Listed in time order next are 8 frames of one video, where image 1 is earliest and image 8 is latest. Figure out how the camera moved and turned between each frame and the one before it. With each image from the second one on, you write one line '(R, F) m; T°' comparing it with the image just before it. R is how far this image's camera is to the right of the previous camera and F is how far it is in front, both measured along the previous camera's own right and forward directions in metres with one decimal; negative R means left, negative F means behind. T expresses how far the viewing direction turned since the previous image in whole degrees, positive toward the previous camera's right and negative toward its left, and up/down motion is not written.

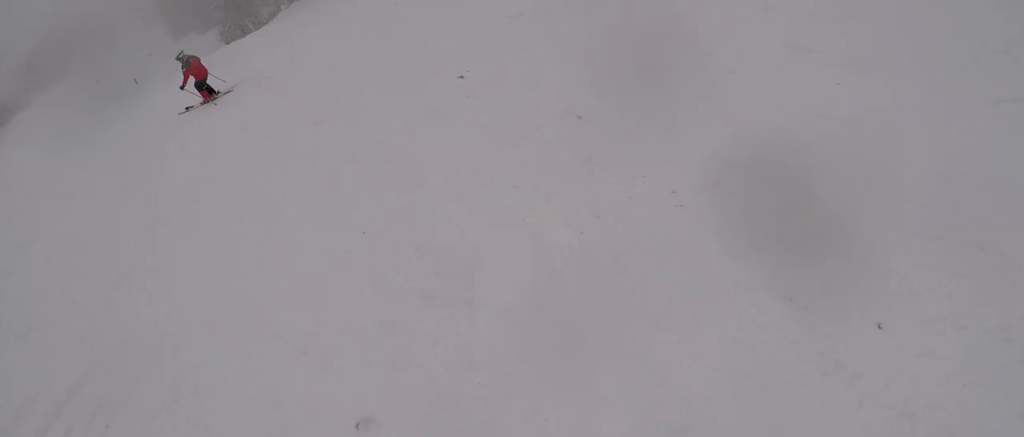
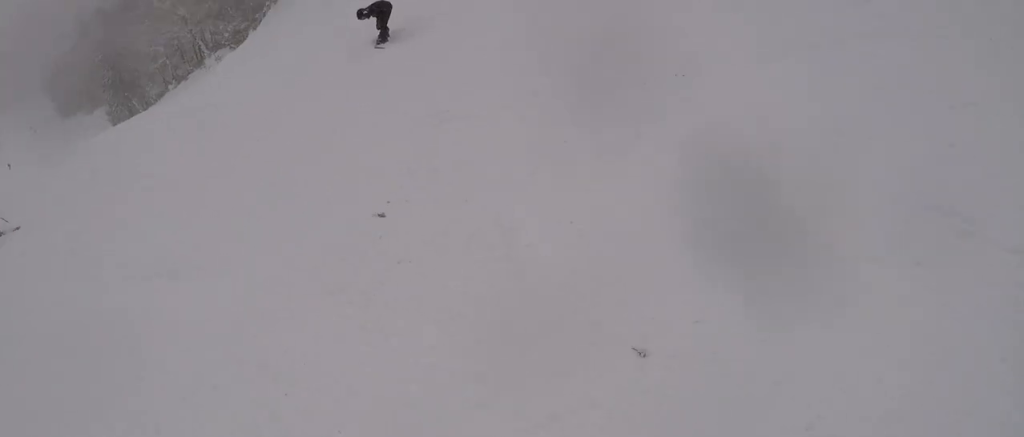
(+0.3, +2.1) m; 0°
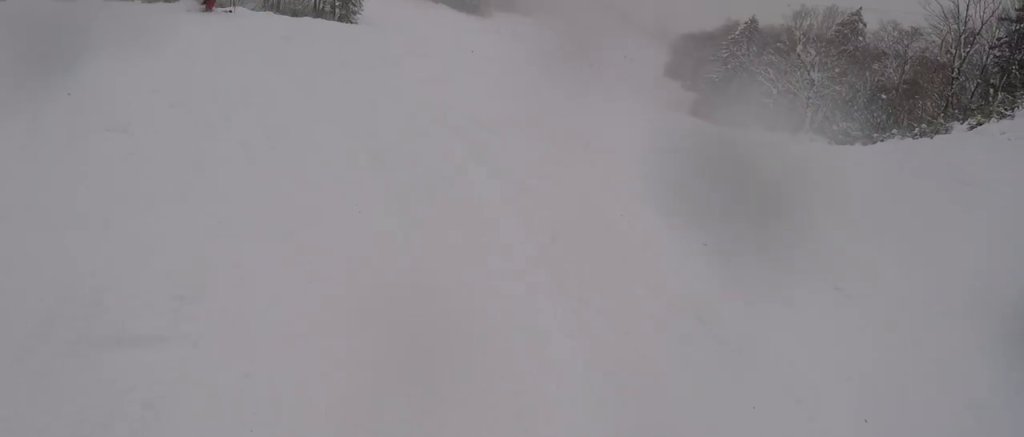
(-1.5, +6.4) m; -35°
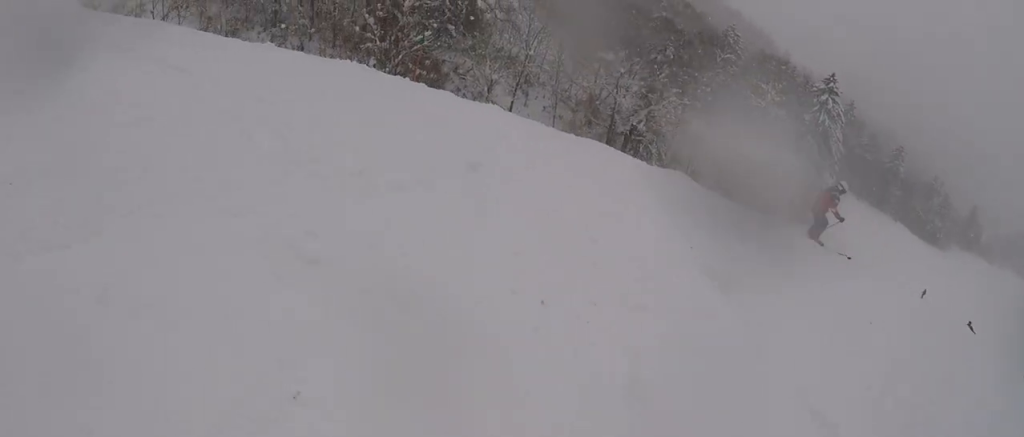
(-0.6, +4.4) m; -35°
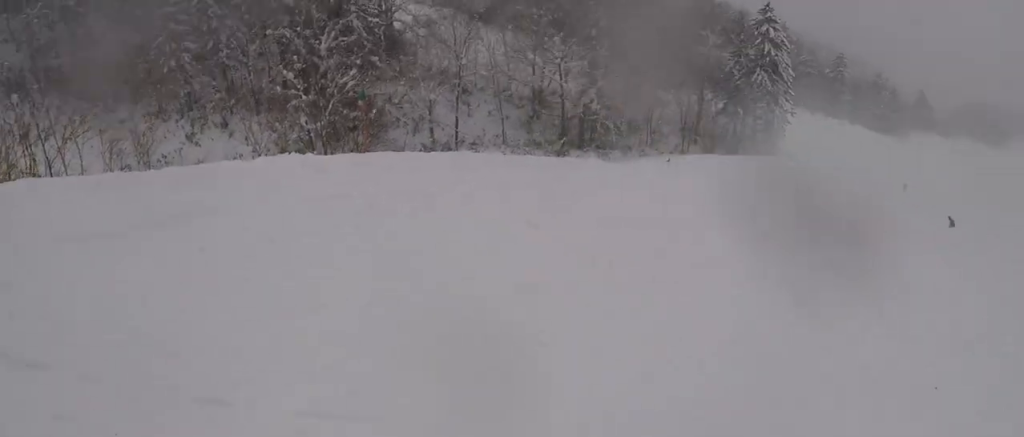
(-1.4, +2.7) m; -12°
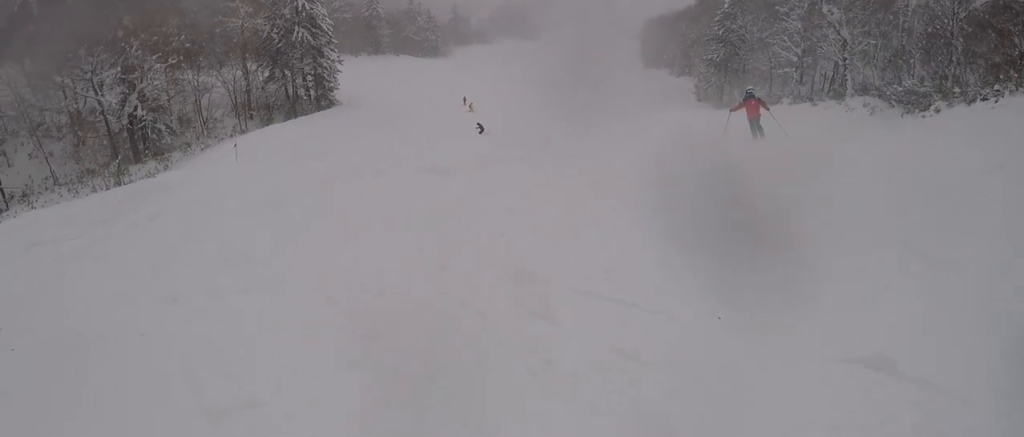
(+0.7, +2.1) m; +11°
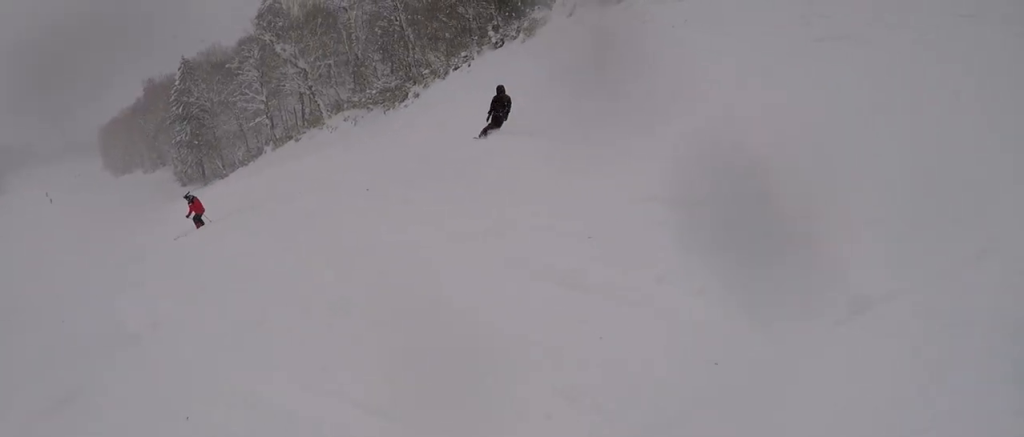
(+0.6, +2.7) m; +59°
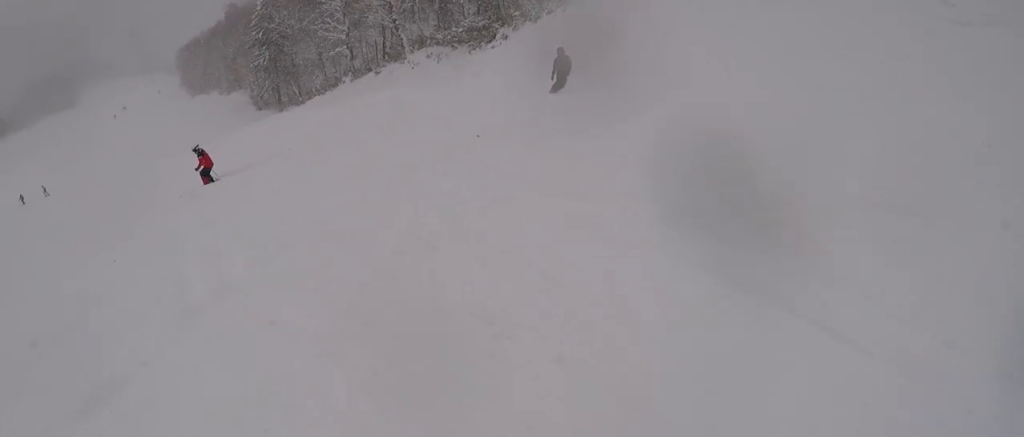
(+0.9, +1.7) m; +25°
